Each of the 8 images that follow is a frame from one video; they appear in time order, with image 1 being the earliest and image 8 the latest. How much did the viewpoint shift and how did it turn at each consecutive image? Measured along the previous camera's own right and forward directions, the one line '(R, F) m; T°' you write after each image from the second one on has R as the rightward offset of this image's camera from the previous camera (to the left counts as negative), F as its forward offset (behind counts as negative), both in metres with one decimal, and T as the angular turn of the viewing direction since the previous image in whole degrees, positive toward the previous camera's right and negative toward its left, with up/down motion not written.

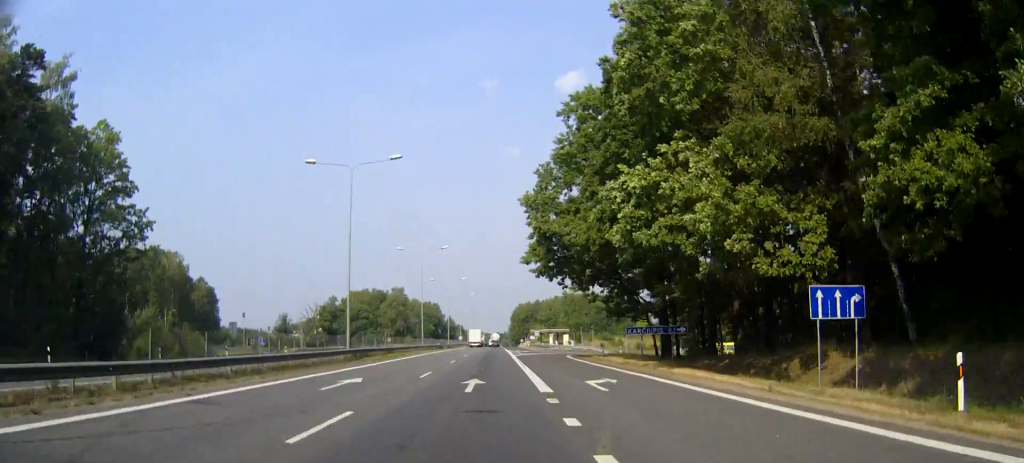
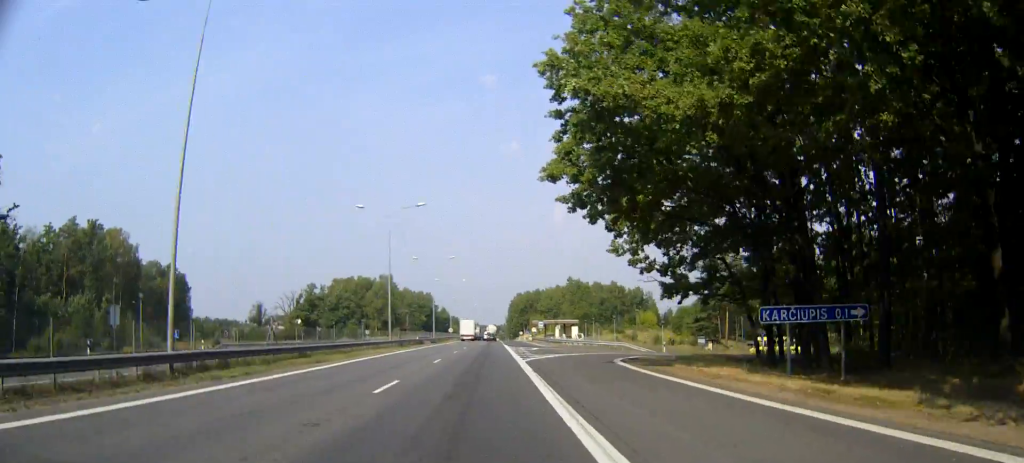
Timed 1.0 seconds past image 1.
(0.0, +23.0) m; 0°
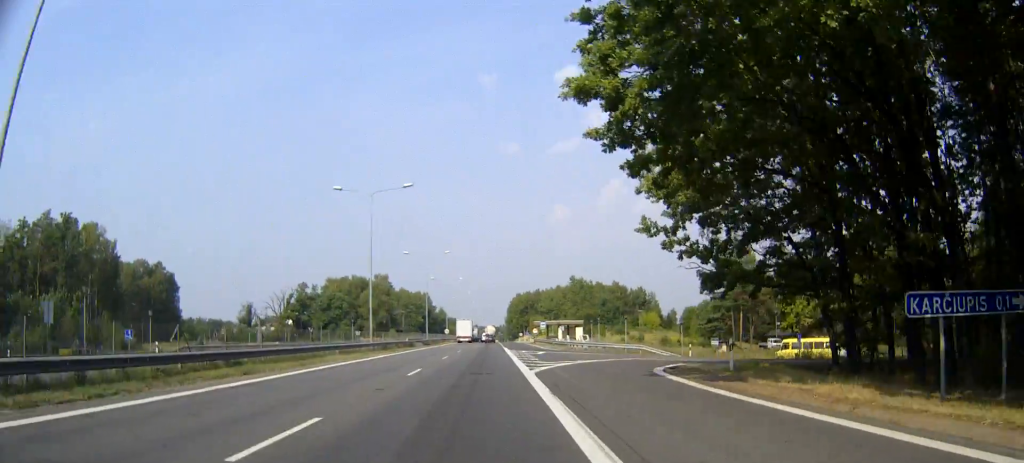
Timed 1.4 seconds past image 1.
(0.0, +8.6) m; 0°
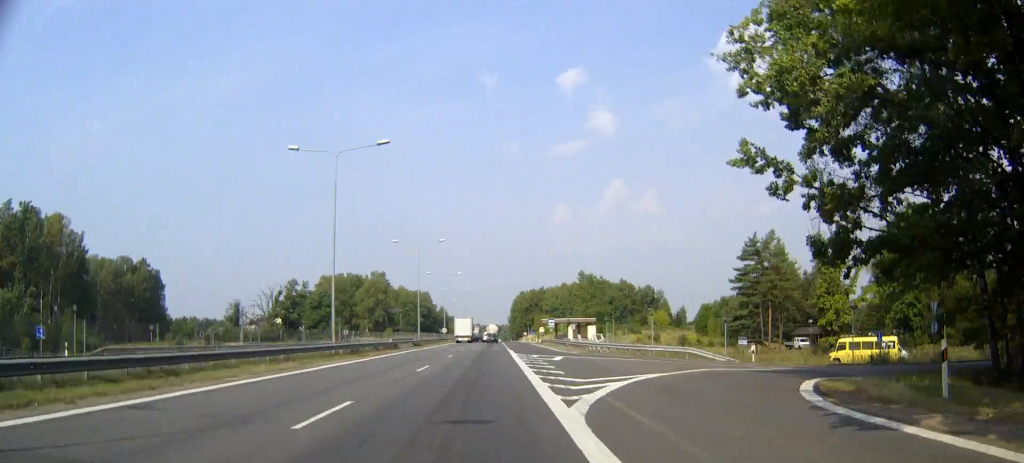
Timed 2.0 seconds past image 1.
(0.0, +12.6) m; 0°
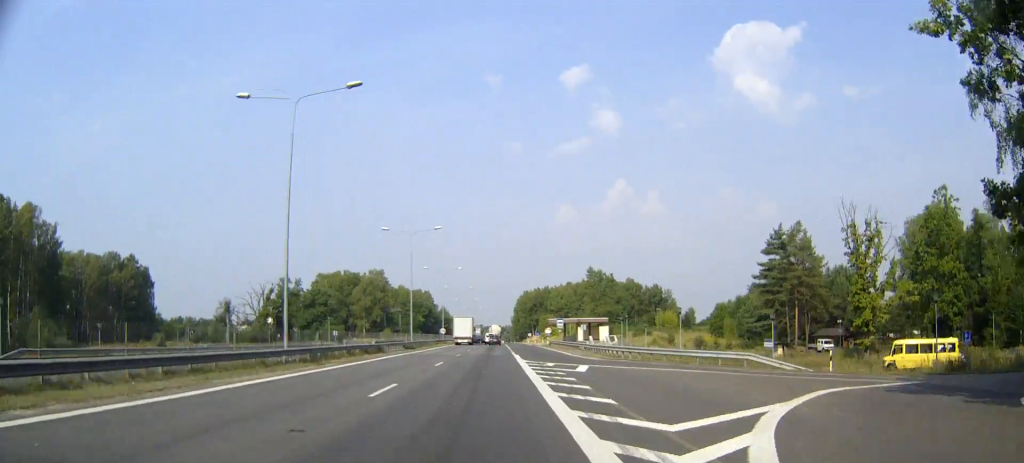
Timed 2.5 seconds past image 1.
(0.0, +9.4) m; 0°
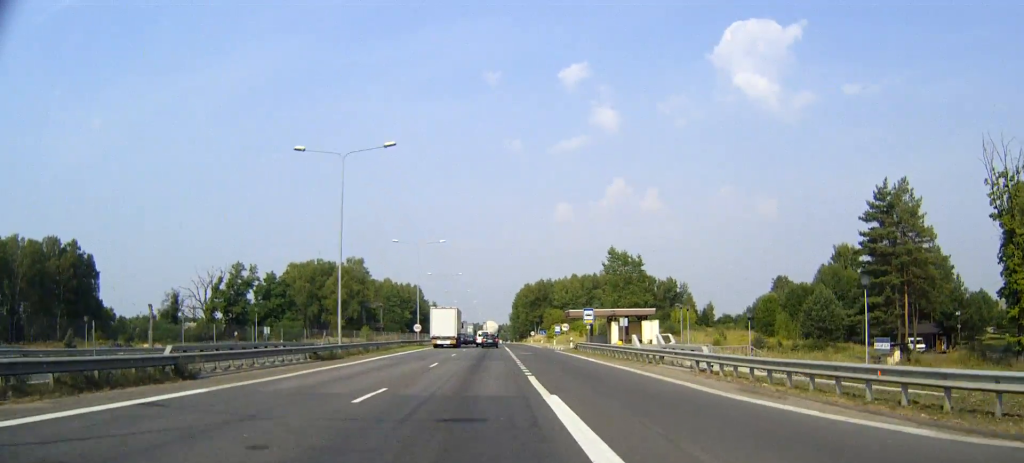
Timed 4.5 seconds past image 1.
(+0.2, +30.3) m; +1°
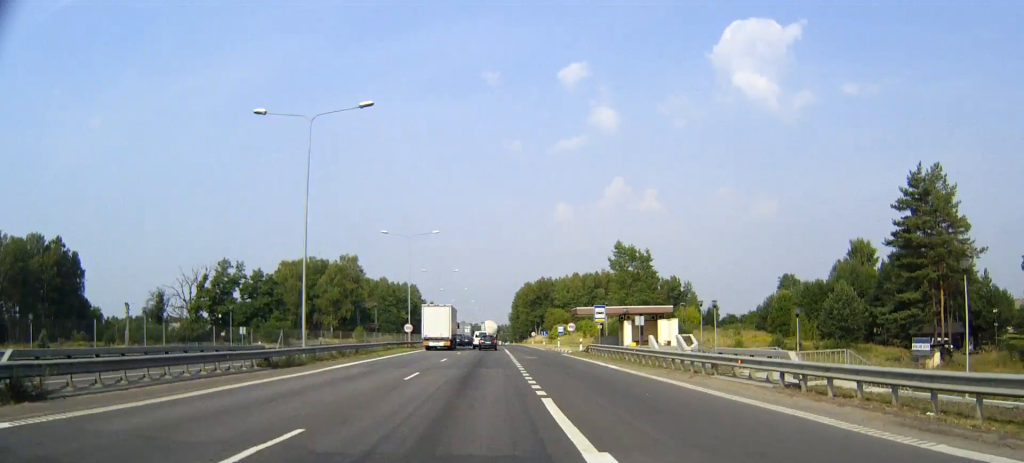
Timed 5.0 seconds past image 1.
(0.0, +7.0) m; 0°
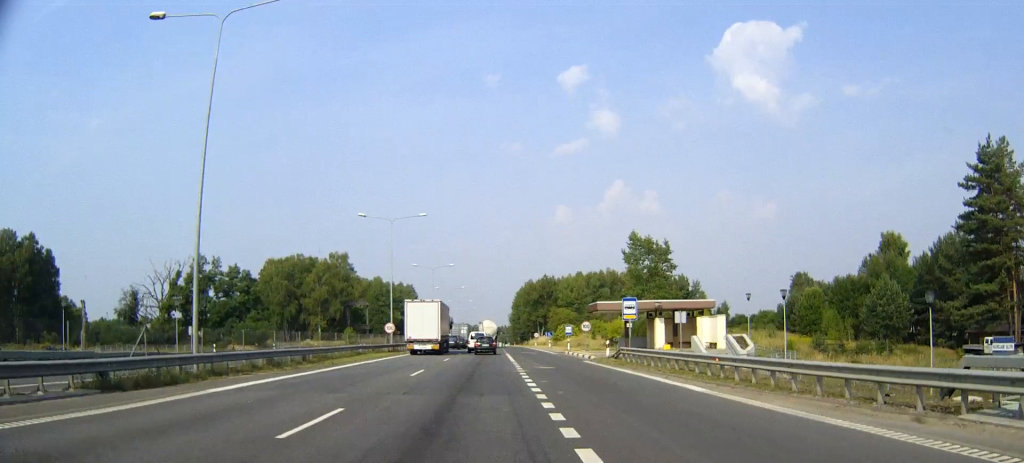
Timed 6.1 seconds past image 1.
(+0.1, +11.7) m; 0°
